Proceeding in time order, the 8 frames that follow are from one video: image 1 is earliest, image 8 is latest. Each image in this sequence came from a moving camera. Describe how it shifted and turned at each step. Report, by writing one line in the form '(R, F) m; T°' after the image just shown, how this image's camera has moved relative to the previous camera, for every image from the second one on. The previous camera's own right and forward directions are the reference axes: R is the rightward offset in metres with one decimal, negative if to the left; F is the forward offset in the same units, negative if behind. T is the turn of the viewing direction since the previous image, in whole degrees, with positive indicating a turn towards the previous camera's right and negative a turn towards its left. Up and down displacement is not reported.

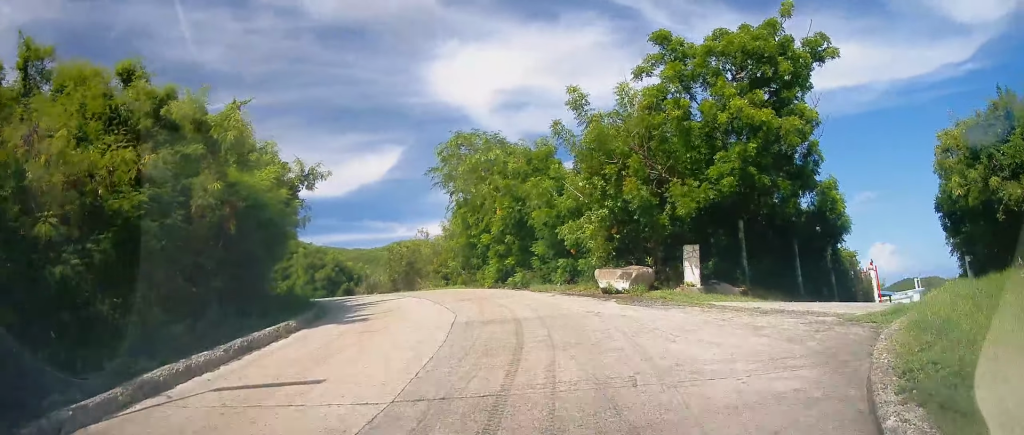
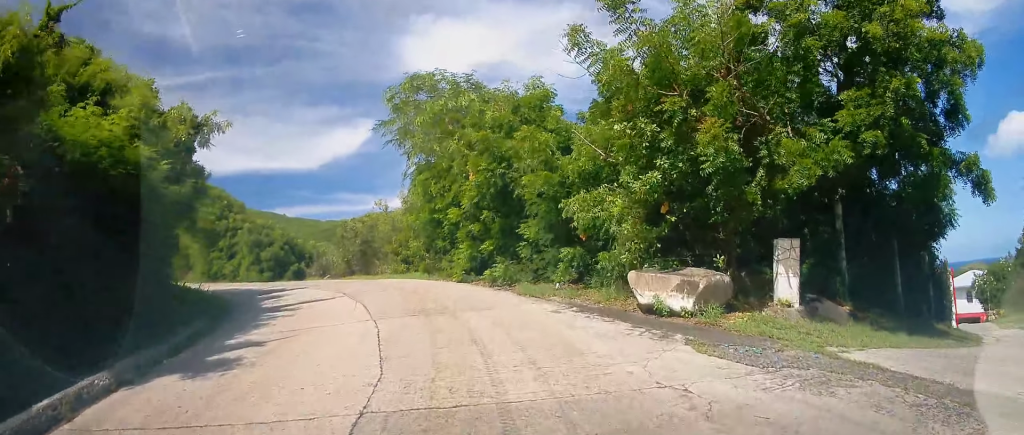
(+0.4, +5.6) m; 0°
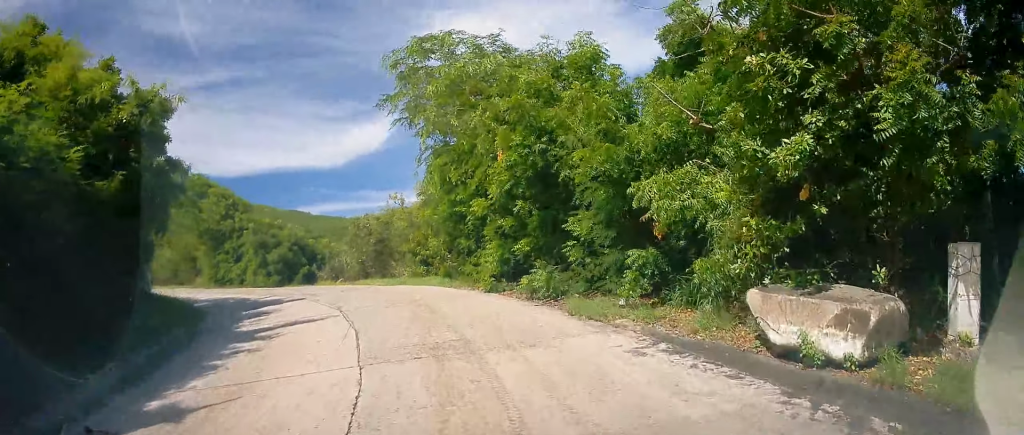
(-0.2, +3.1) m; -2°
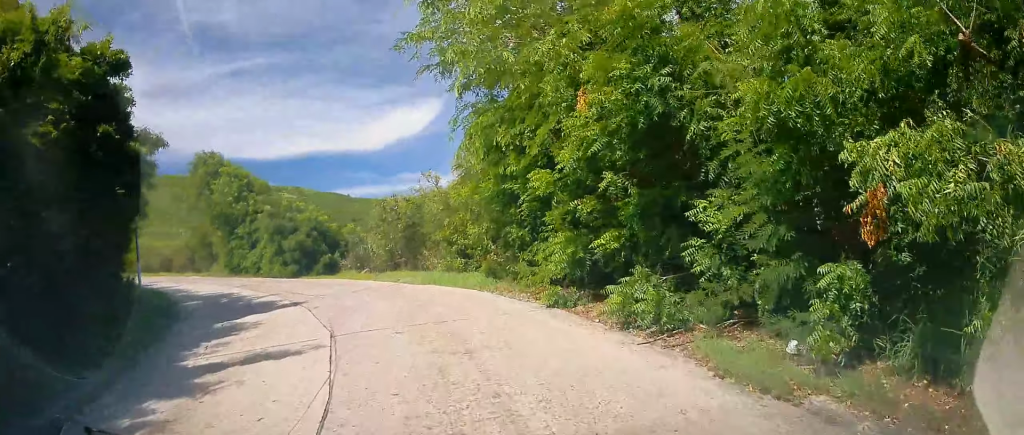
(0.0, +3.7) m; -3°
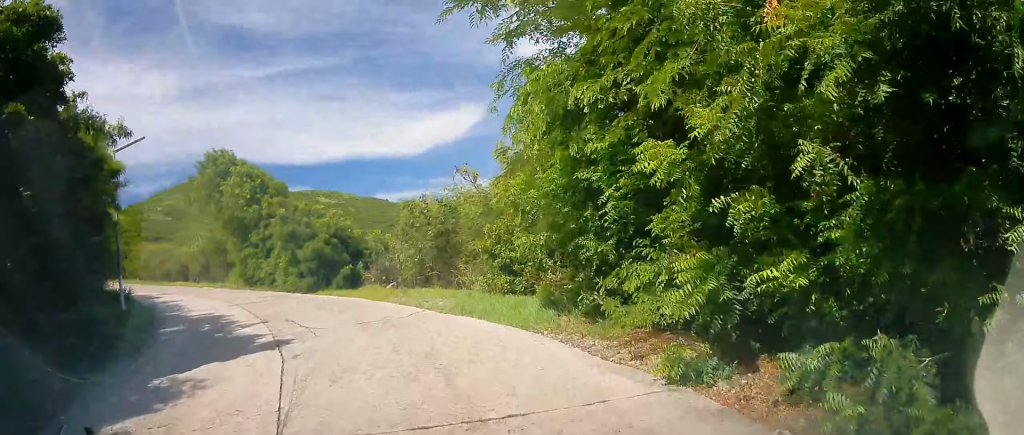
(-0.1, +3.4) m; -5°
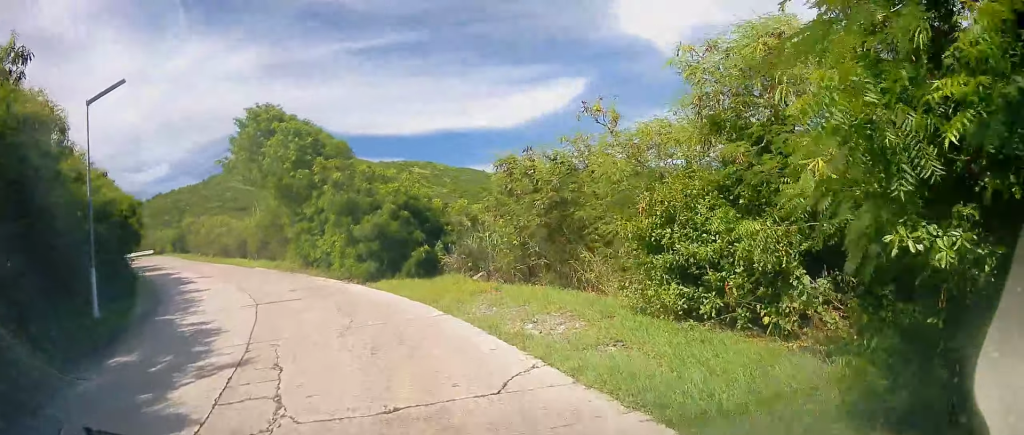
(-0.4, +5.6) m; -9°
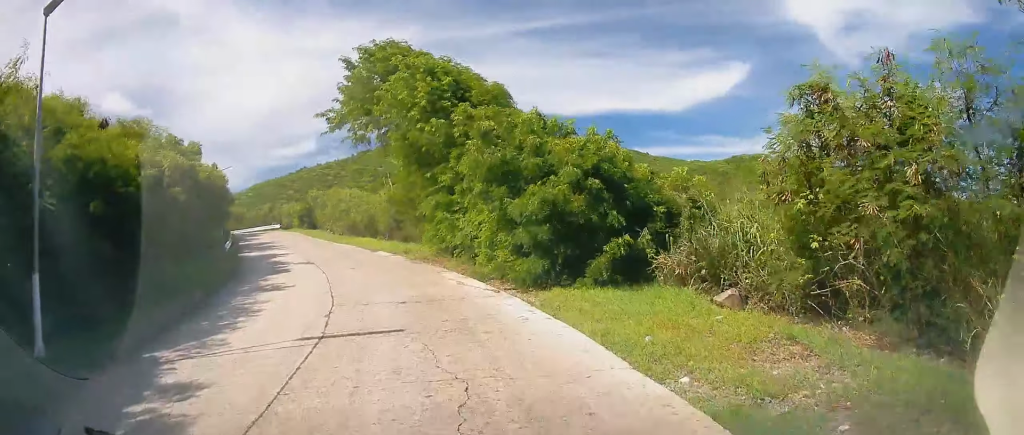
(-0.6, +6.3) m; -13°
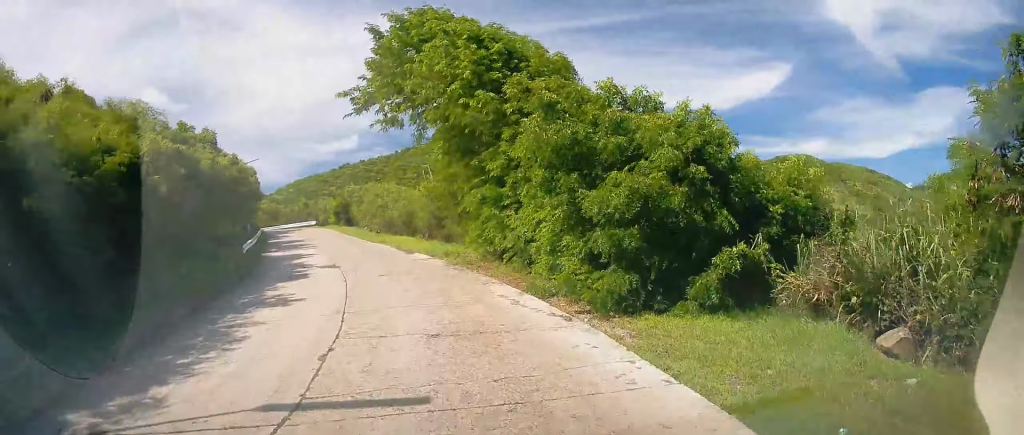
(-0.2, +2.9) m; -4°
